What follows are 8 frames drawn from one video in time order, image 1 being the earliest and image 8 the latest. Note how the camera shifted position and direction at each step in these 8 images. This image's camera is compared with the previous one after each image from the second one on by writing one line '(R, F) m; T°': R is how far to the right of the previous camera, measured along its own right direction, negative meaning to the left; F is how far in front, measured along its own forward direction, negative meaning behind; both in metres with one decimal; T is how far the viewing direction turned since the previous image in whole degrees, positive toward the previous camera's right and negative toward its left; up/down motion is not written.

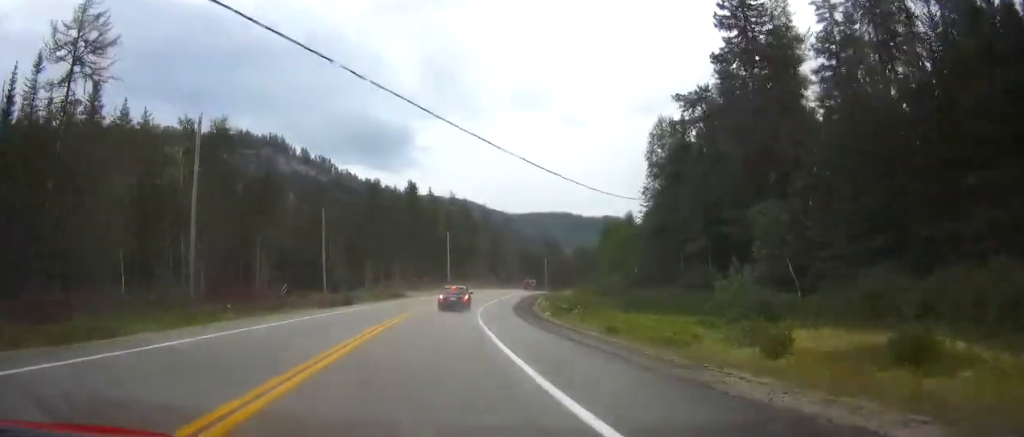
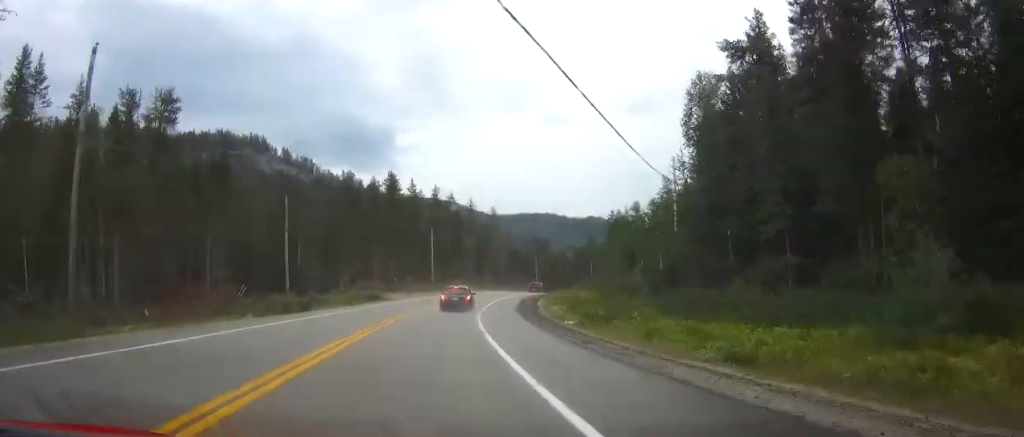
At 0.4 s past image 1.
(-0.1, +11.7) m; +1°
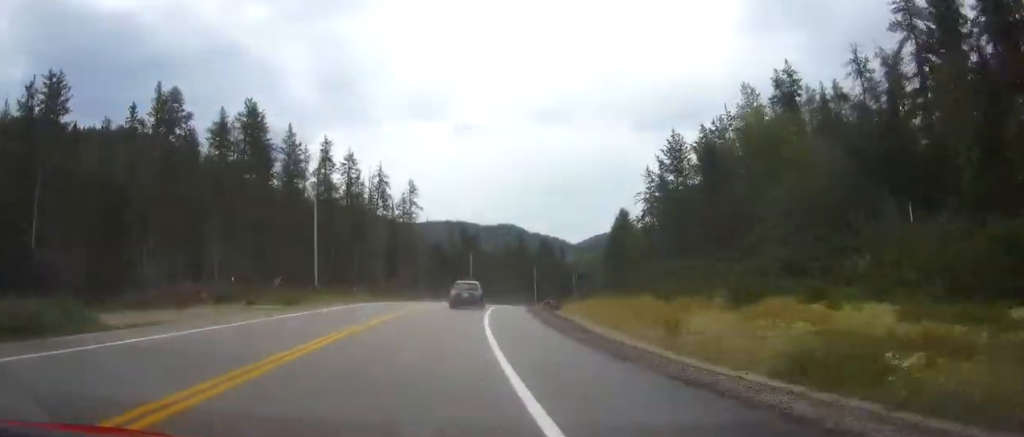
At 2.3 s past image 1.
(+2.9, +48.8) m; +8°
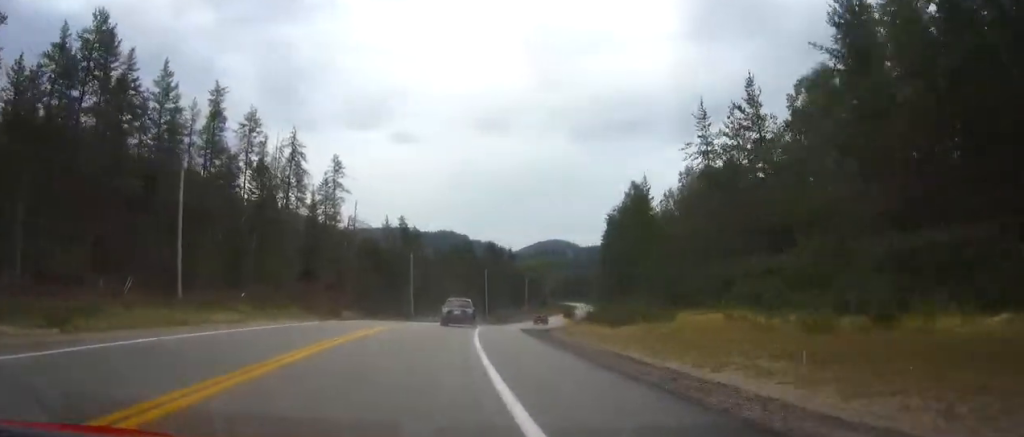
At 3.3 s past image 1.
(+1.6, +26.5) m; +4°
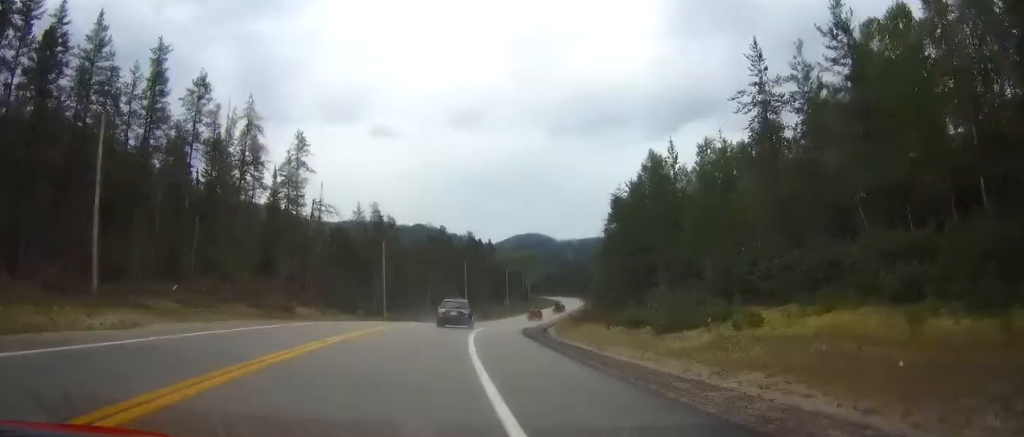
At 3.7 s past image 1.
(+0.1, +10.7) m; +1°
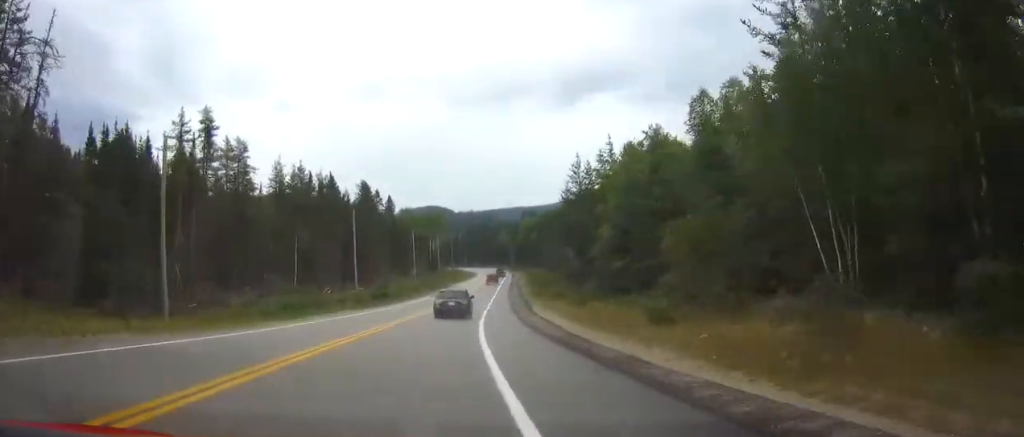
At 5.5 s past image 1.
(+1.8, +50.8) m; +3°
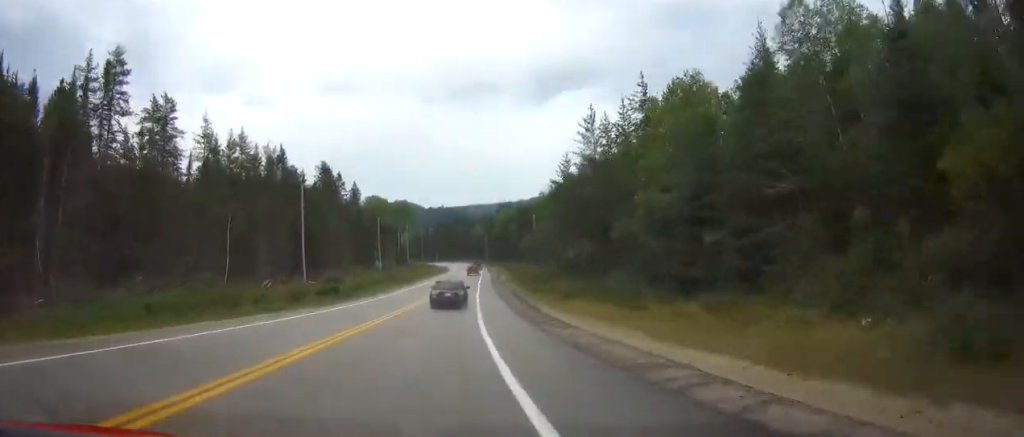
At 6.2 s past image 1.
(-1.1, +18.3) m; +4°
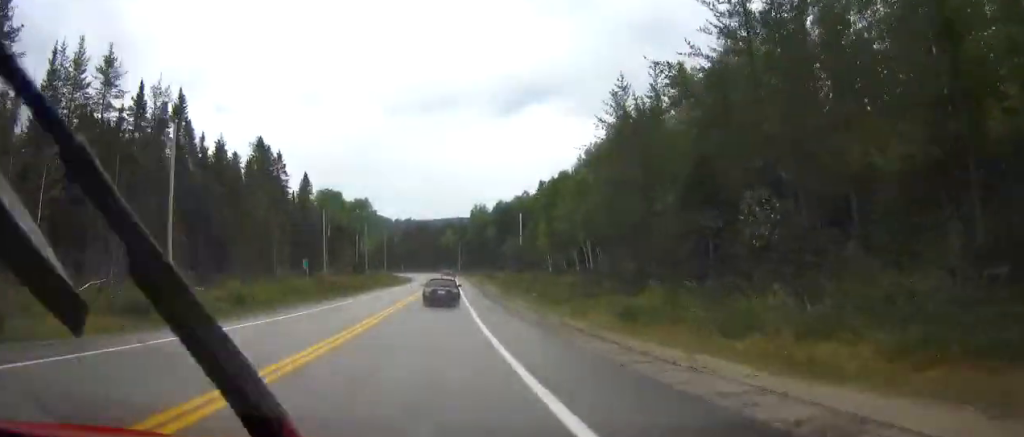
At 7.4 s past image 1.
(+3.9, +28.5) m; +14°
